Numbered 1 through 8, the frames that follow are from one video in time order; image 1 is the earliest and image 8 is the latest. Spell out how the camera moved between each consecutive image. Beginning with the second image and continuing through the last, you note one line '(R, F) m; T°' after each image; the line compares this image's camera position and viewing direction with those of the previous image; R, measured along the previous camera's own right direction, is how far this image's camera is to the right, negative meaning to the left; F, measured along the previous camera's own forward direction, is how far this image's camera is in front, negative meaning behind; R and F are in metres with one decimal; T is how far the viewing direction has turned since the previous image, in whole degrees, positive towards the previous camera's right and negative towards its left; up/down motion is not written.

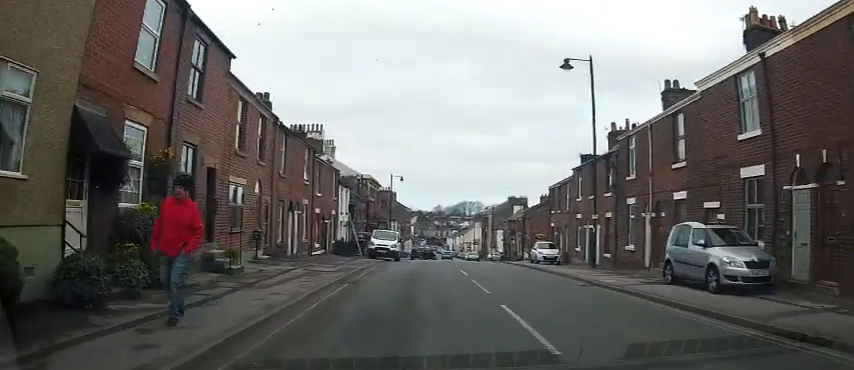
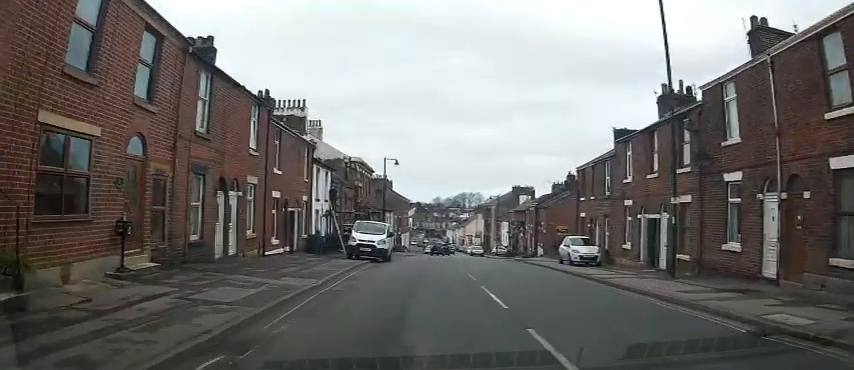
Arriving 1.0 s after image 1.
(+0.2, +8.6) m; +2°
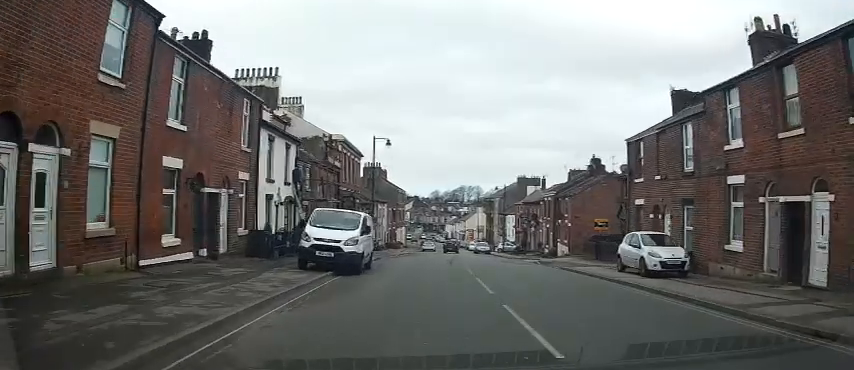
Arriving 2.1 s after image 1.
(0.0, +9.6) m; -2°
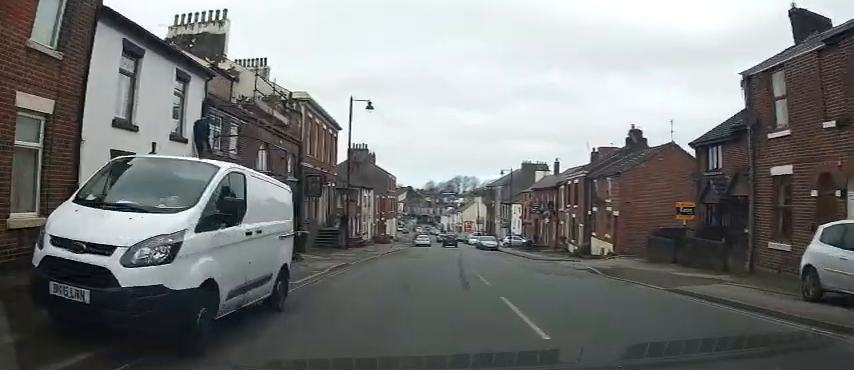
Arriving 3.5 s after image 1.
(-0.5, +11.5) m; -1°
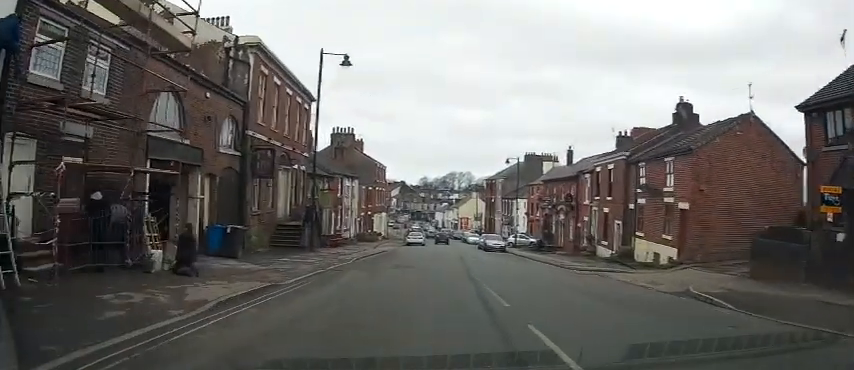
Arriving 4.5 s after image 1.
(+0.4, +9.2) m; +2°
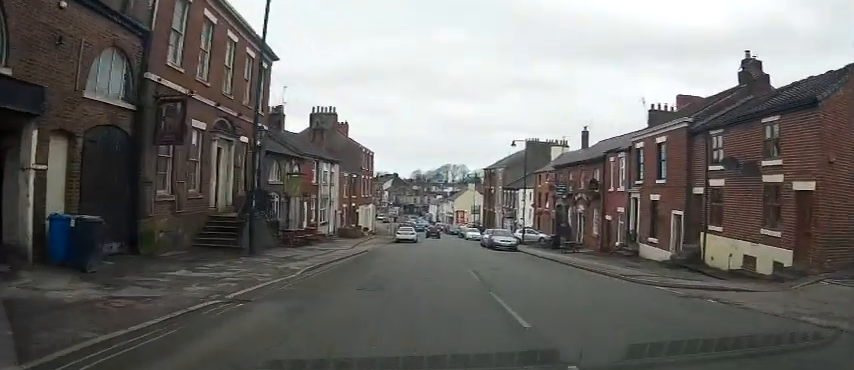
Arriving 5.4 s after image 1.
(-0.1, +8.3) m; 0°
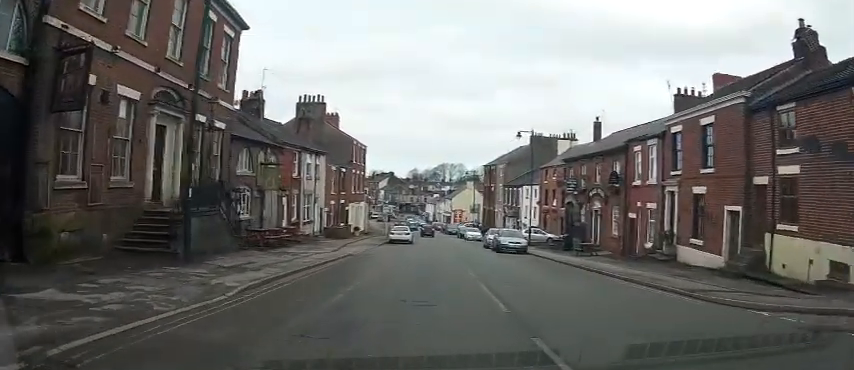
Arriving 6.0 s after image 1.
(0.0, +5.0) m; 0°
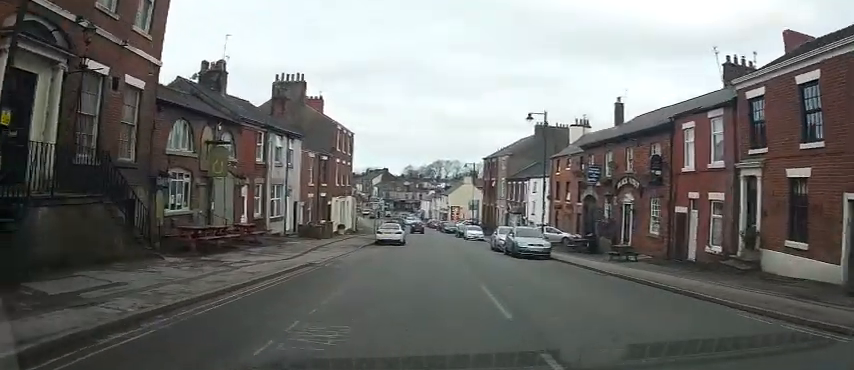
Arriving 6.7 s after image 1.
(0.0, +6.8) m; 0°
